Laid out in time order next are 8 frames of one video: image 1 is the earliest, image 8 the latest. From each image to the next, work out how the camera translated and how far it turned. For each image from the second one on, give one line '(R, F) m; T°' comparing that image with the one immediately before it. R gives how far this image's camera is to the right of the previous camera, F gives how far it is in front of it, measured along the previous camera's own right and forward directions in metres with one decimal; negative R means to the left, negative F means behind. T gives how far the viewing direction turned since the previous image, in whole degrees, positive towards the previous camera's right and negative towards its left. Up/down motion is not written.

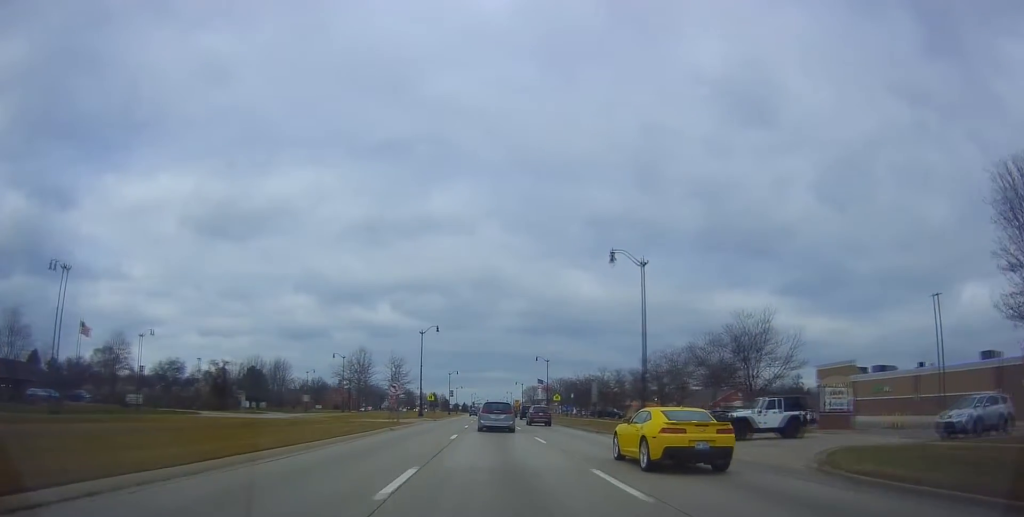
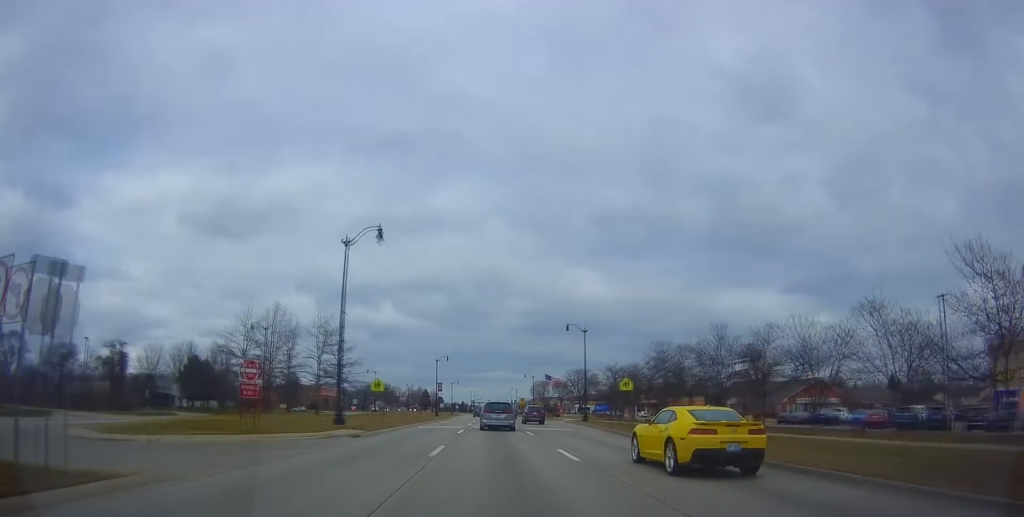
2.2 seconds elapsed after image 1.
(-0.4, +39.4) m; -1°
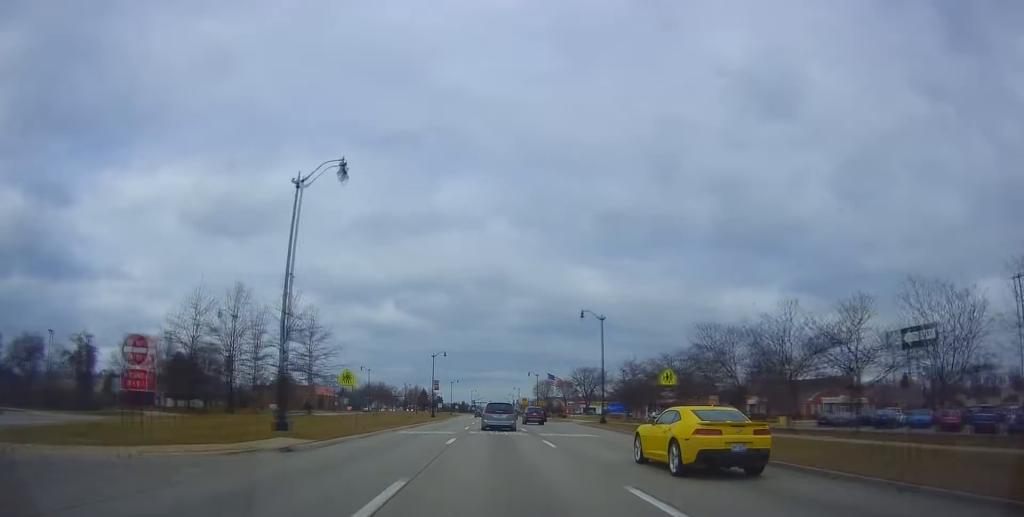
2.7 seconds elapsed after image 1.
(-0.4, +9.4) m; 0°
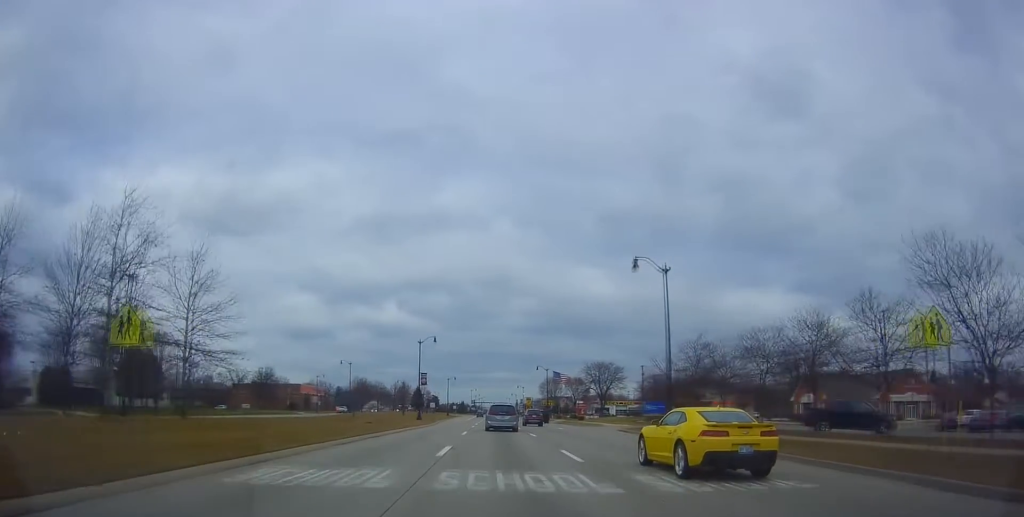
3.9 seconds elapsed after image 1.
(+0.8, +20.9) m; +2°
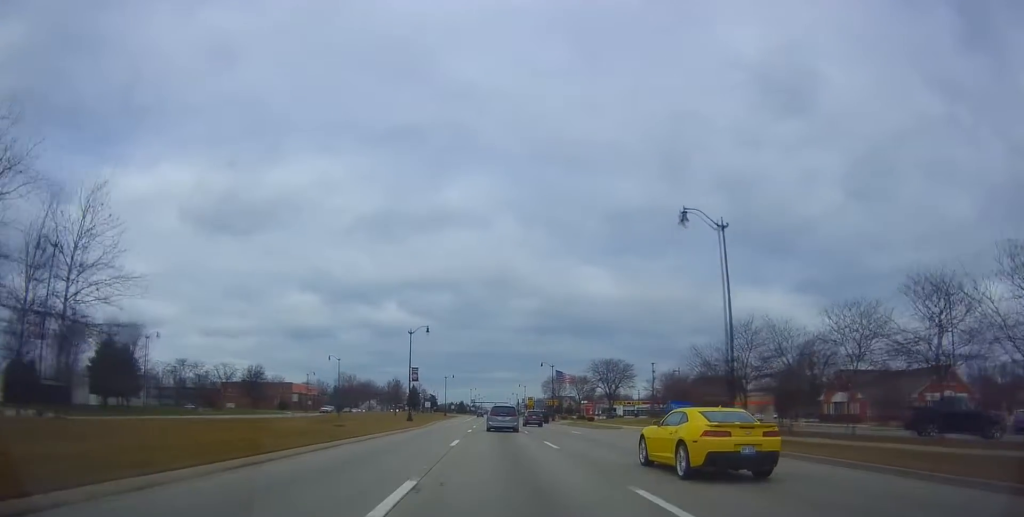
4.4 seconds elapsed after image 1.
(0.0, +9.7) m; -1°
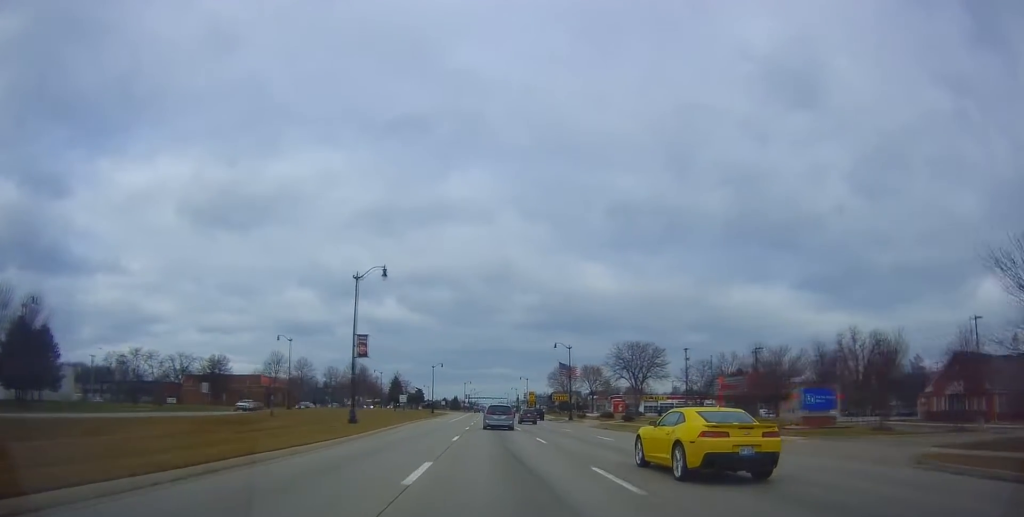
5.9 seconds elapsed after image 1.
(-0.9, +26.6) m; -1°
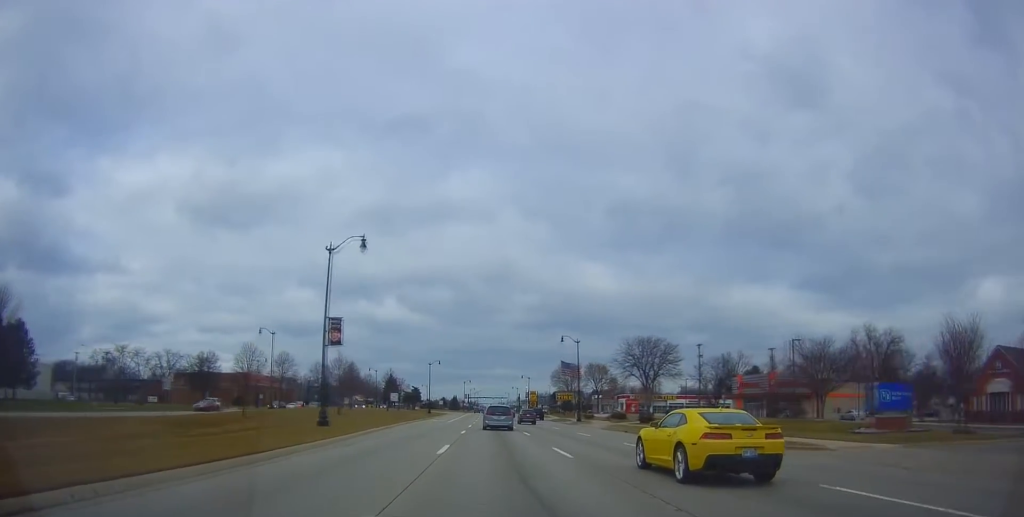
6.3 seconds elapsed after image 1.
(+0.3, +7.4) m; +1°
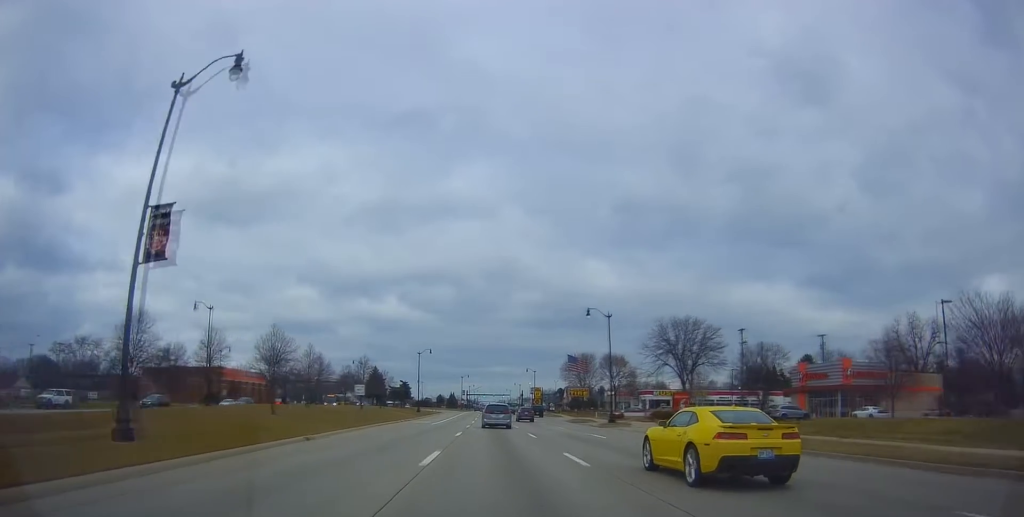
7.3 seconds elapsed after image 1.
(+0.4, +19.1) m; +1°
